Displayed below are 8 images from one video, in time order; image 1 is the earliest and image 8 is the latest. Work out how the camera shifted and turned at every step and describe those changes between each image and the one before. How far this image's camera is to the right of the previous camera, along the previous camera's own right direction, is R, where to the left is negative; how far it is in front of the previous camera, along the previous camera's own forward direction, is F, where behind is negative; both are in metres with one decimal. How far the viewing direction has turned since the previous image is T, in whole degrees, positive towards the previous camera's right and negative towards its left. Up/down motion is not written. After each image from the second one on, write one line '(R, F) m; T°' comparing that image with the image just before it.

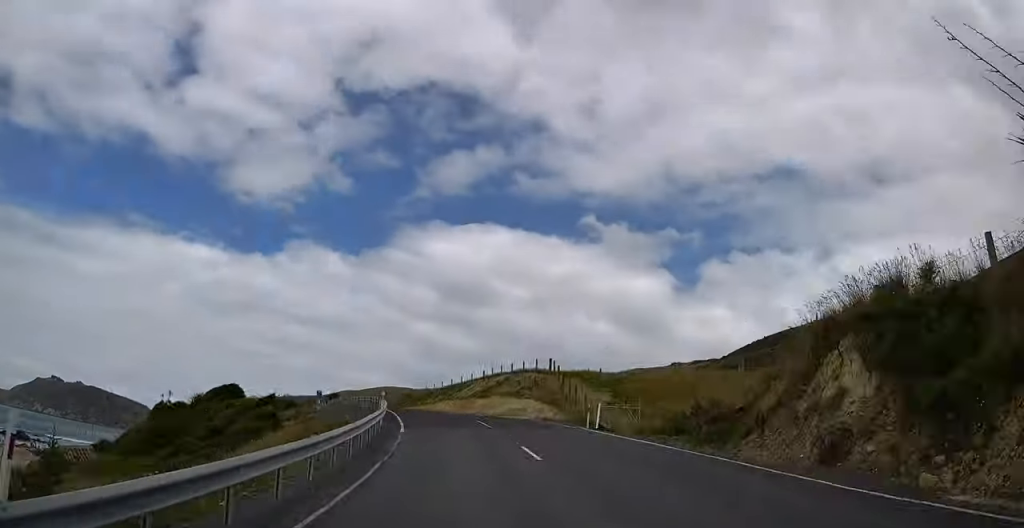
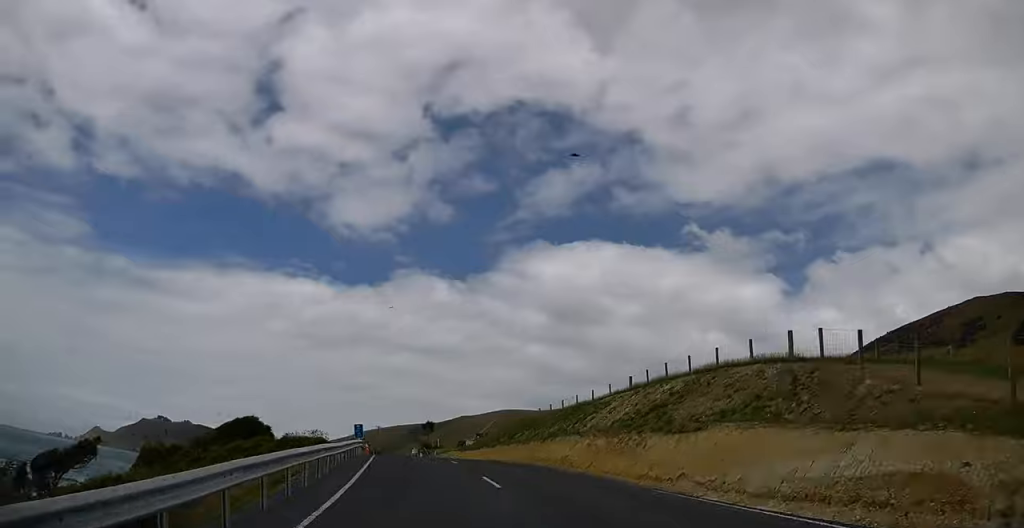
(-1.0, +28.7) m; -5°
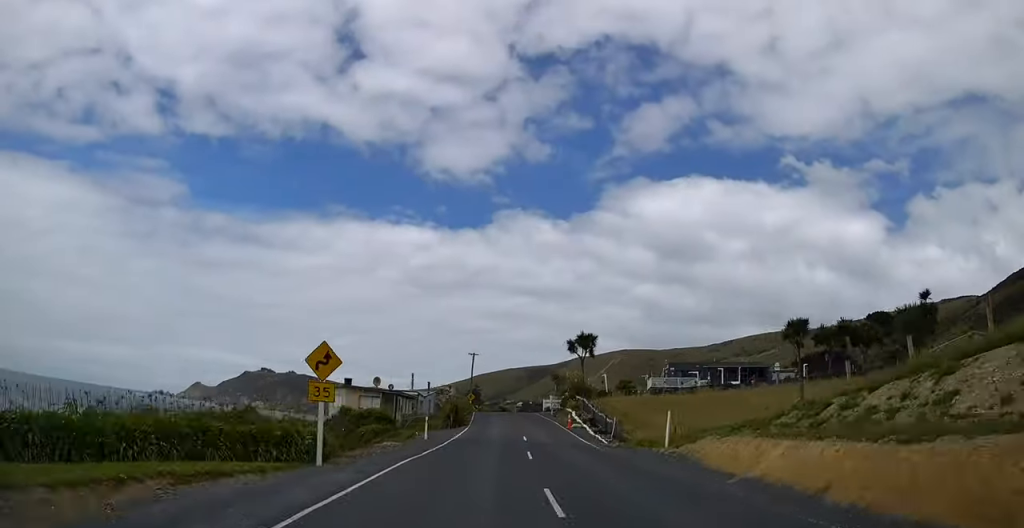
(-8.9, +75.0) m; -7°
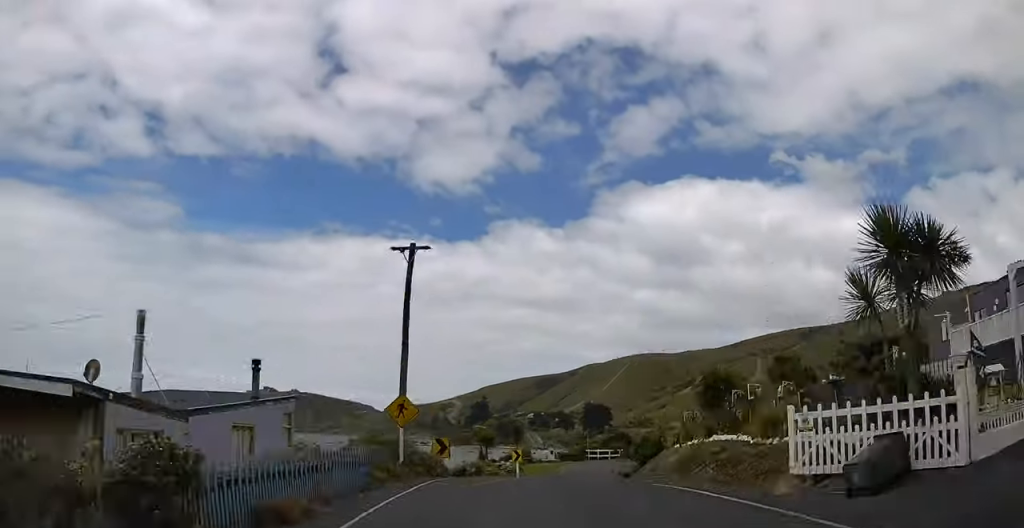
(-0.1, +51.9) m; +6°
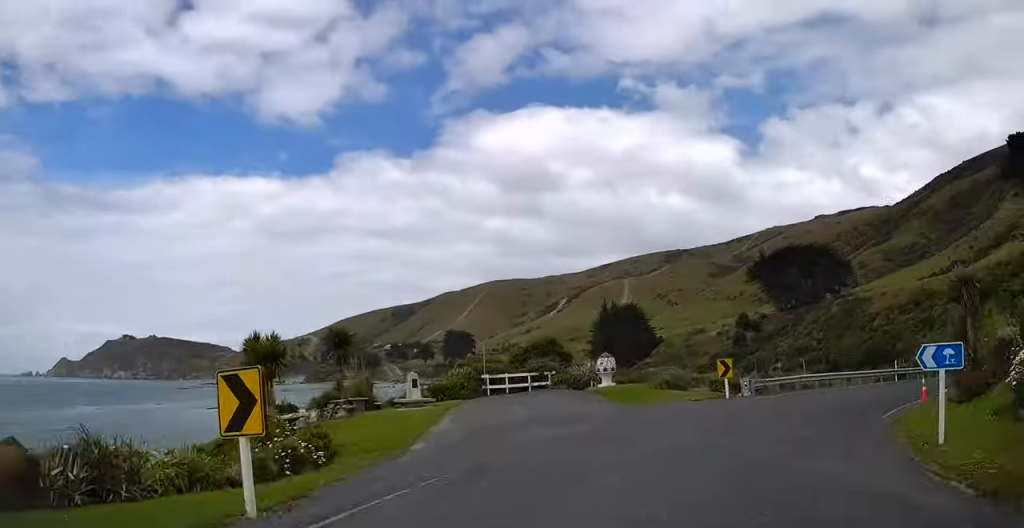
(+3.6, +37.2) m; +22°
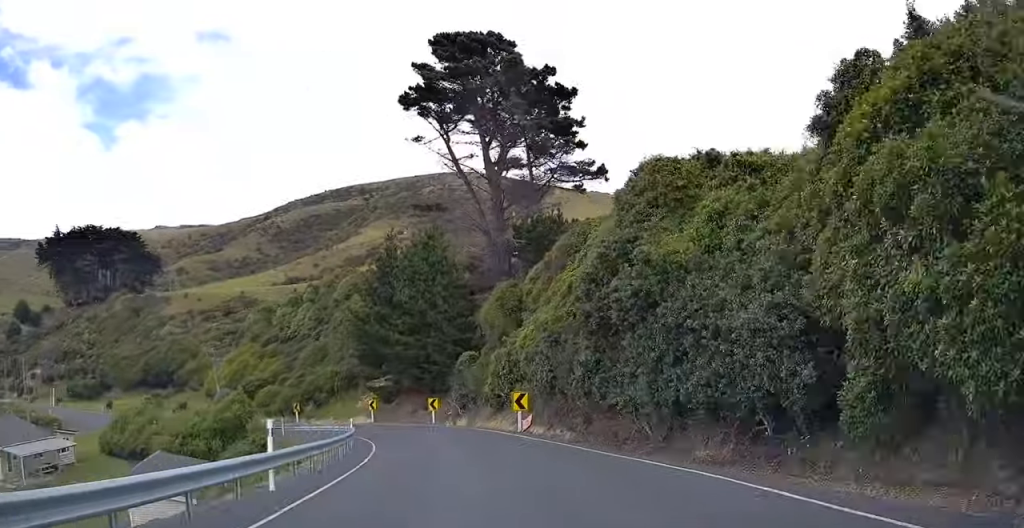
(+22.8, +51.9) m; +27°
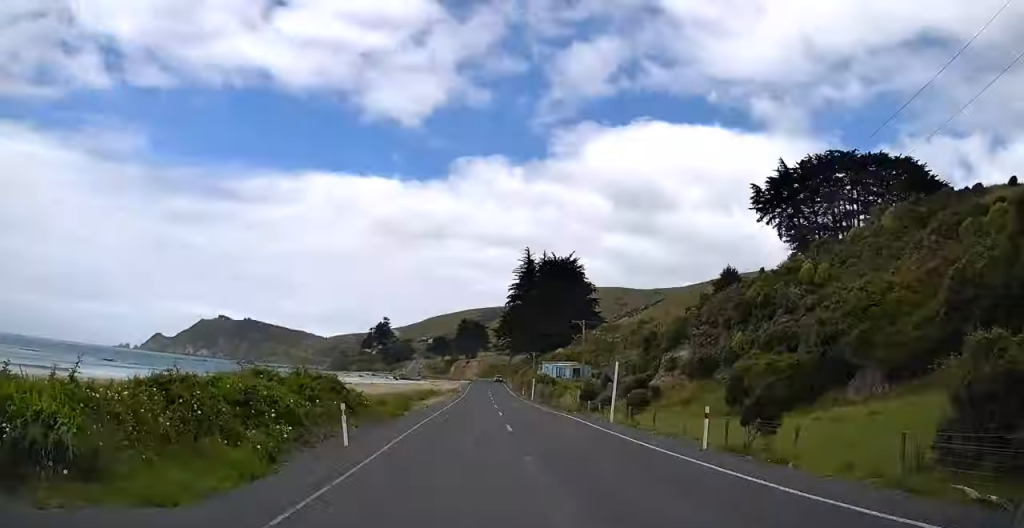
(-34.1, +70.7) m; -46°
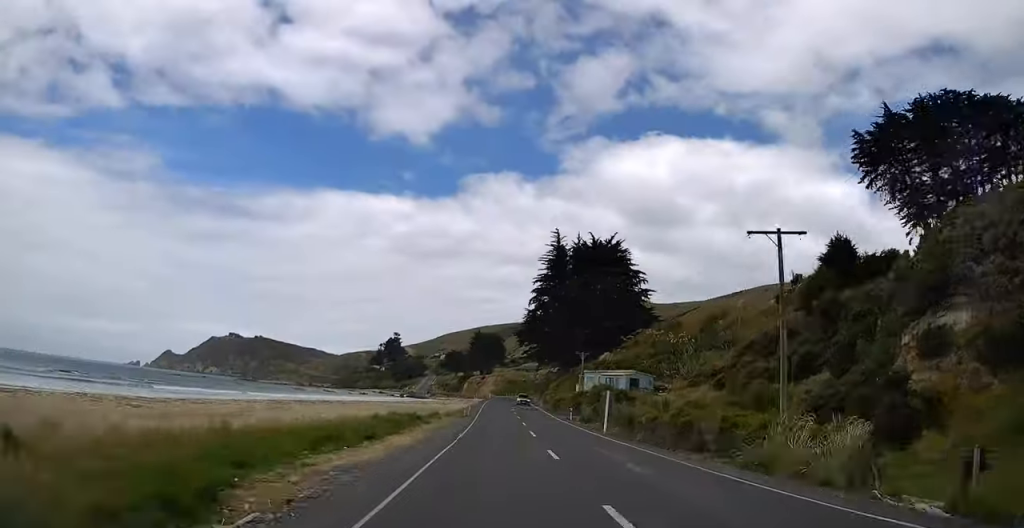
(-4.8, +33.7) m; -9°
